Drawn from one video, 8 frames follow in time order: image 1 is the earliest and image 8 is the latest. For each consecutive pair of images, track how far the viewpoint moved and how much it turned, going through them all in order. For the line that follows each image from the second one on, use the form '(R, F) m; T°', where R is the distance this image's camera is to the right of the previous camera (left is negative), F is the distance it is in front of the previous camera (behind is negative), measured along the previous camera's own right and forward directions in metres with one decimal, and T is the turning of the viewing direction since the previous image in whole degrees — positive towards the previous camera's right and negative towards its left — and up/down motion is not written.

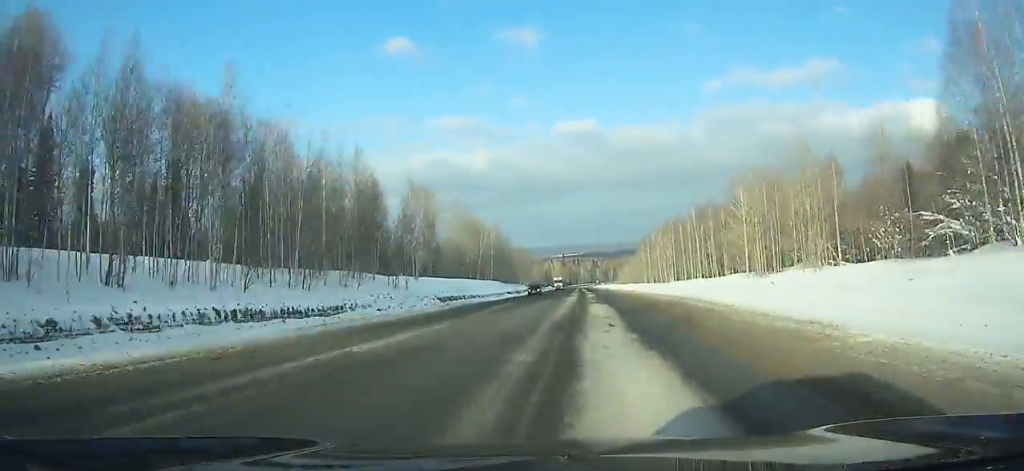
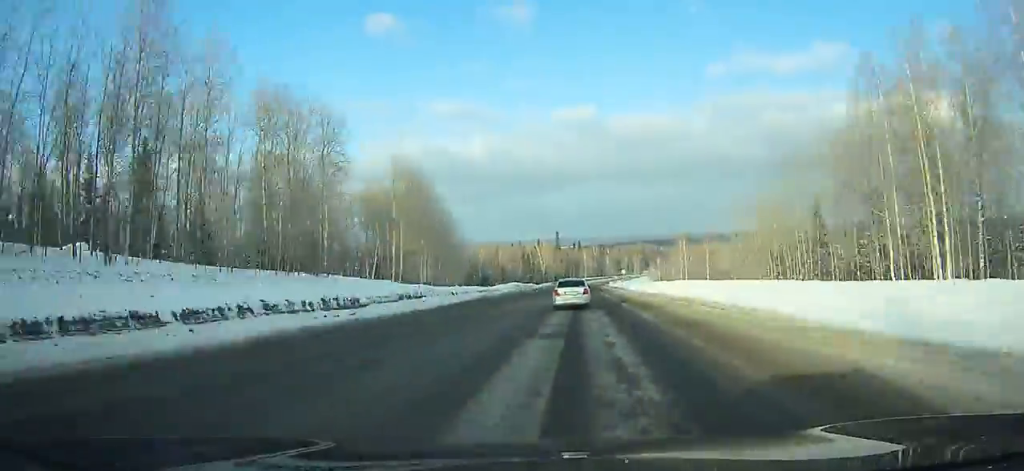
(+1.2, +151.6) m; +1°
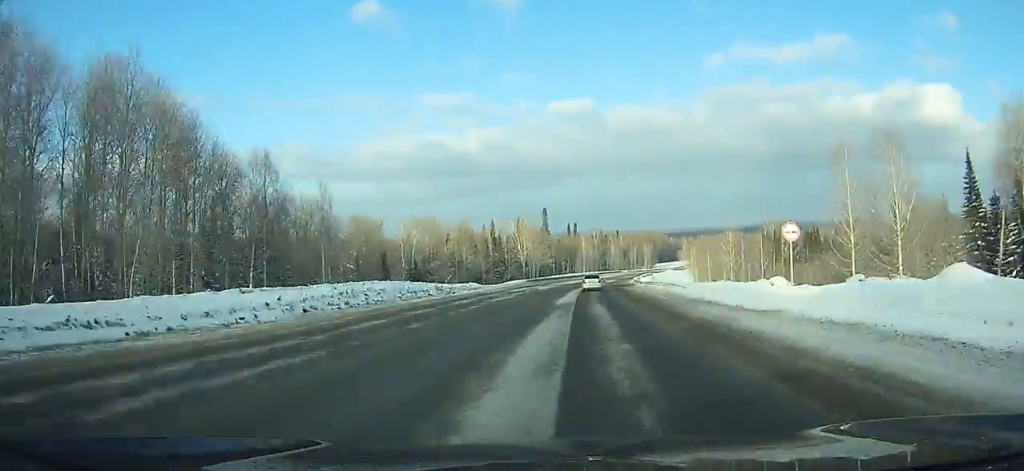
(+0.3, +84.4) m; +1°
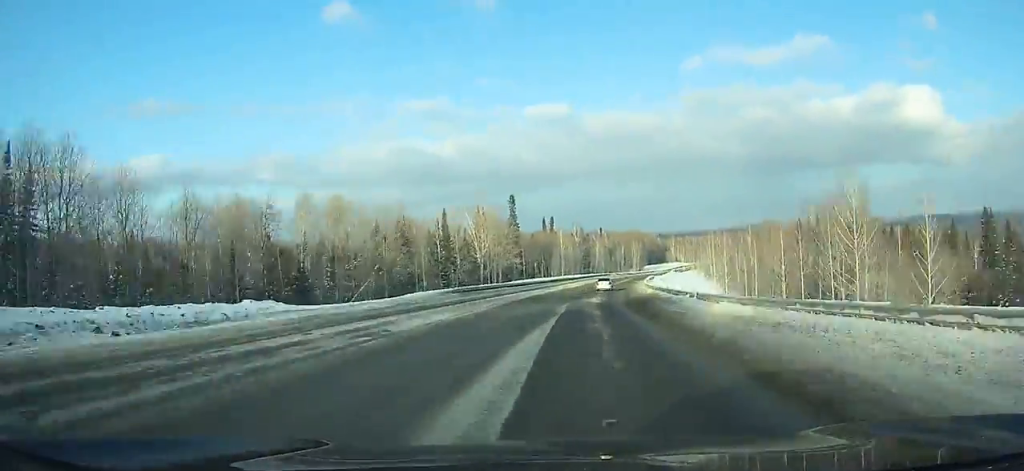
(+0.8, +46.5) m; +2°
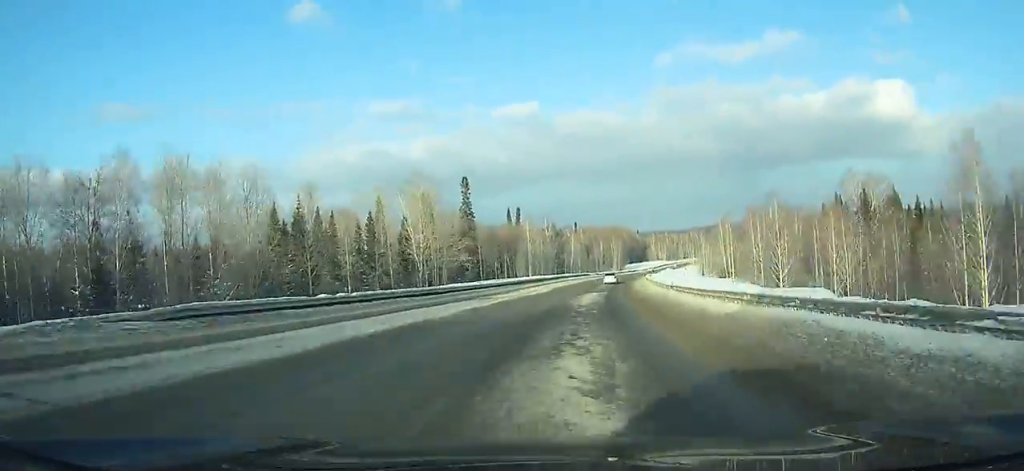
(-0.5, +33.5) m; +2°
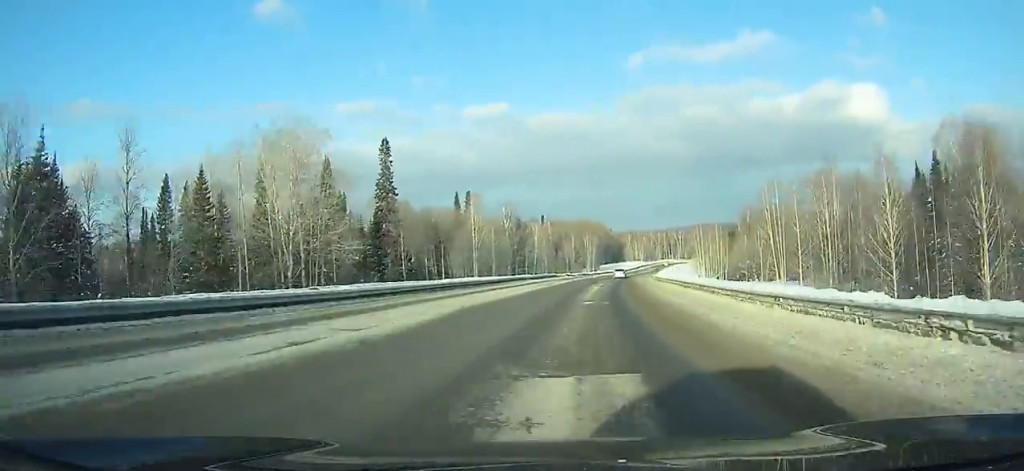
(+1.9, +41.4) m; +3°
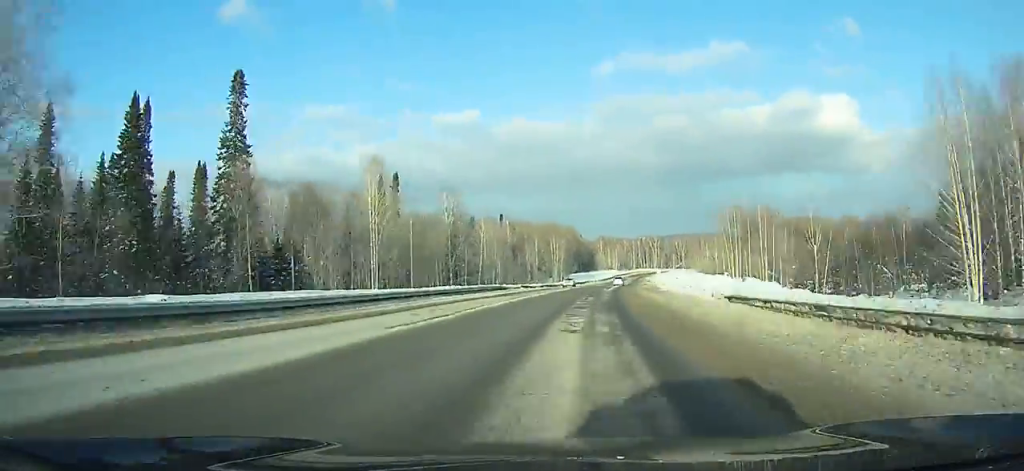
(+0.3, +39.0) m; +3°
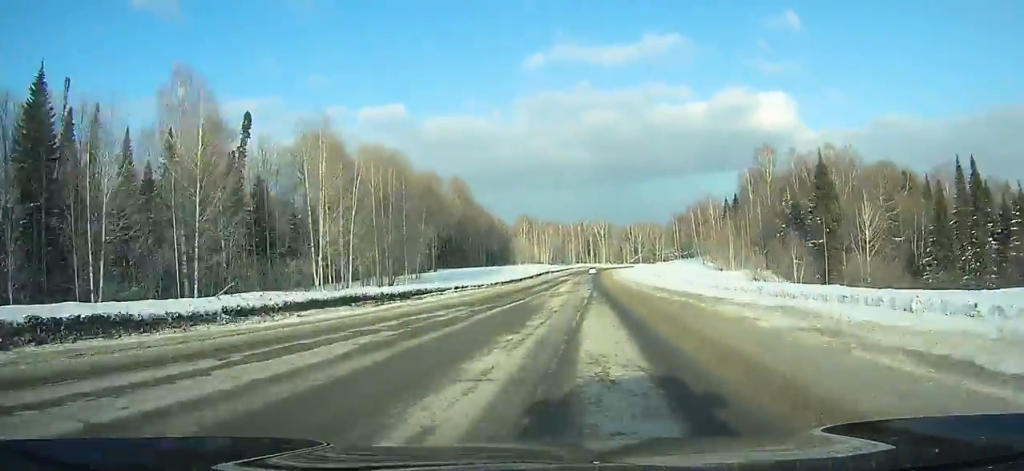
(+7.8, +124.2) m; +5°
